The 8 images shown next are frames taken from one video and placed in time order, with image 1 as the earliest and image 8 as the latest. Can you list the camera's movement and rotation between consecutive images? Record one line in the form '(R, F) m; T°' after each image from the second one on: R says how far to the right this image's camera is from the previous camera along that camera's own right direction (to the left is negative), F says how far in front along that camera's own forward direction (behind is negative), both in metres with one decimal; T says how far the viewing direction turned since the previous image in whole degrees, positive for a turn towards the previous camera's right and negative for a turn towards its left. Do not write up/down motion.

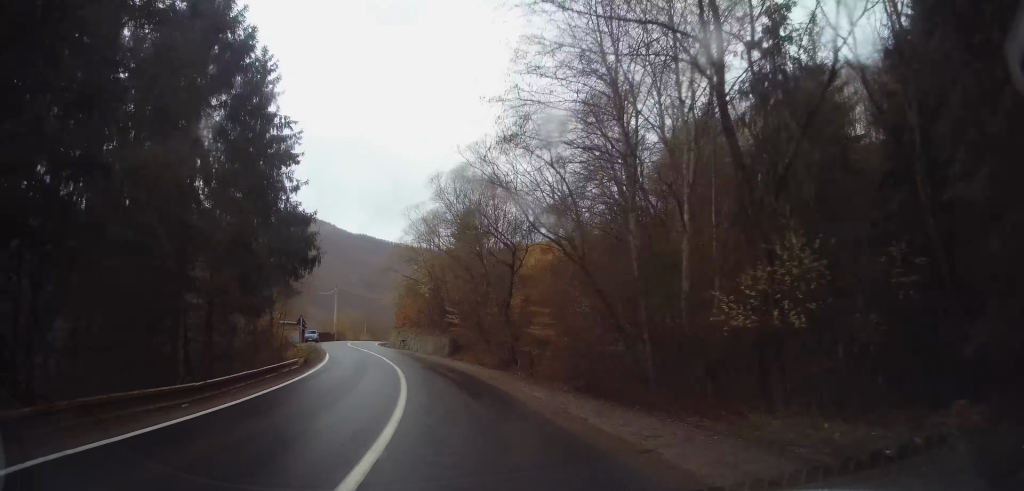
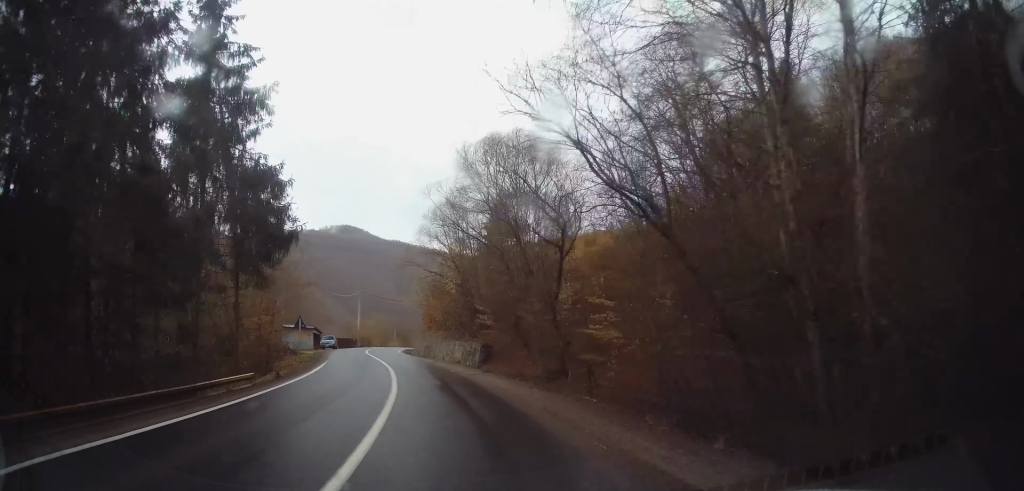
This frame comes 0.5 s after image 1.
(+0.1, +7.3) m; -4°
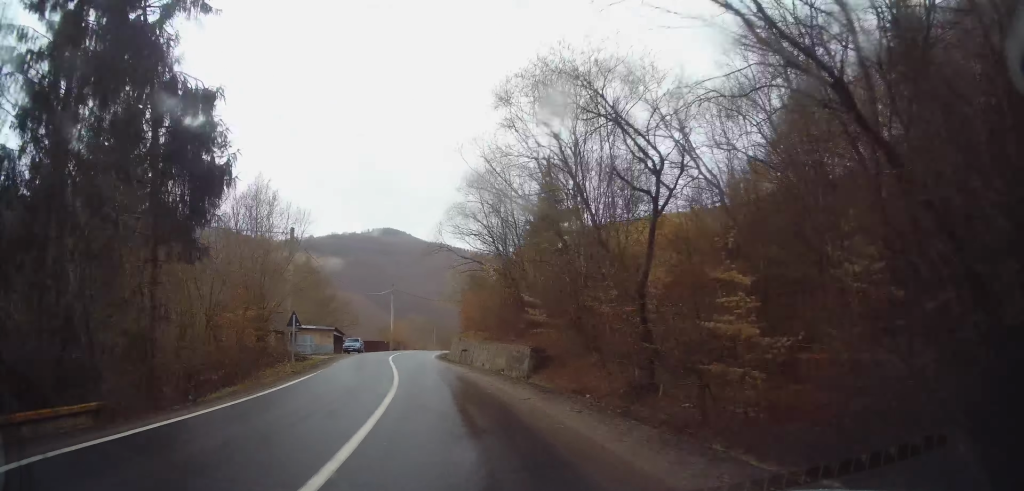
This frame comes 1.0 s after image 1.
(-0.8, +8.0) m; -4°
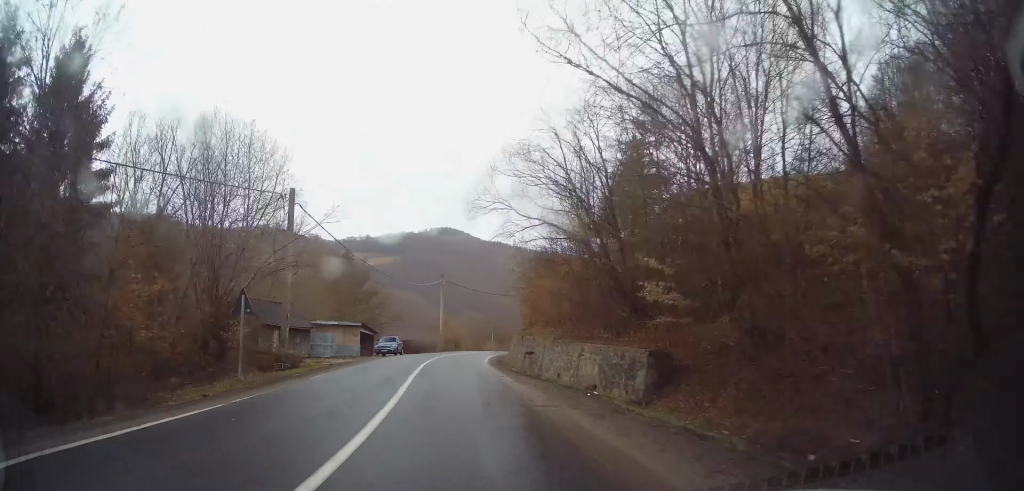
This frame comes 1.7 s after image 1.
(-0.6, +11.3) m; -4°
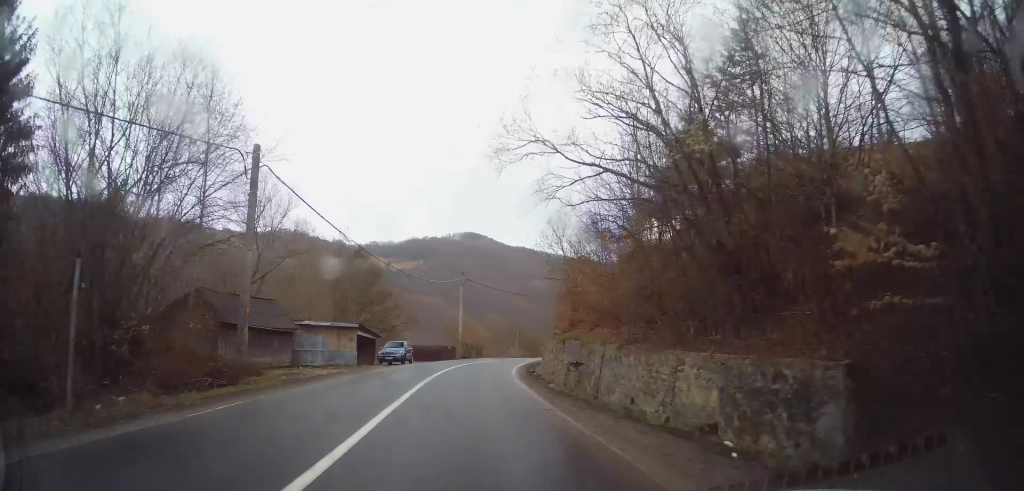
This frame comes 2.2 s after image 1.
(-0.2, +8.1) m; -1°
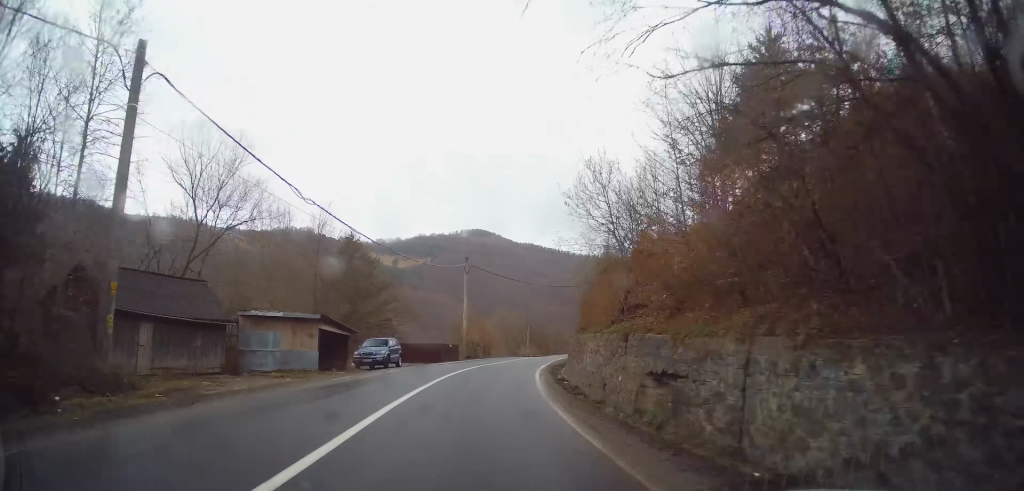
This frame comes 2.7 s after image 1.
(-0.1, +9.3) m; 0°
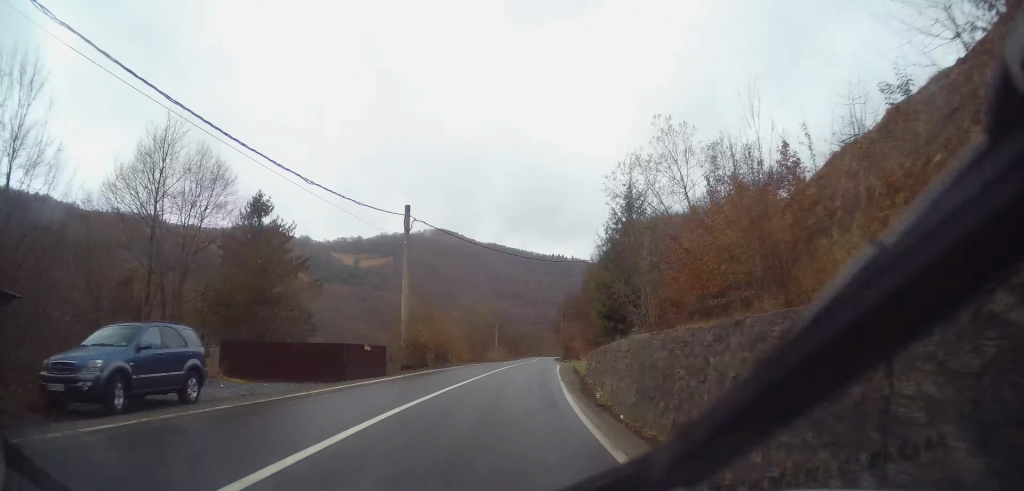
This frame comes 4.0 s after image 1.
(+0.4, +20.5) m; +3°
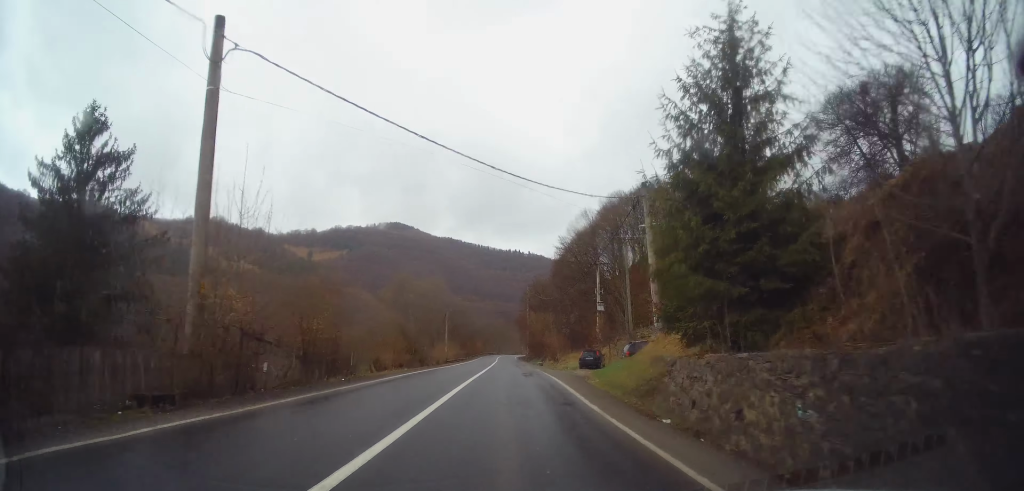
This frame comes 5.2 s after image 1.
(+0.7, +20.3) m; +3°
